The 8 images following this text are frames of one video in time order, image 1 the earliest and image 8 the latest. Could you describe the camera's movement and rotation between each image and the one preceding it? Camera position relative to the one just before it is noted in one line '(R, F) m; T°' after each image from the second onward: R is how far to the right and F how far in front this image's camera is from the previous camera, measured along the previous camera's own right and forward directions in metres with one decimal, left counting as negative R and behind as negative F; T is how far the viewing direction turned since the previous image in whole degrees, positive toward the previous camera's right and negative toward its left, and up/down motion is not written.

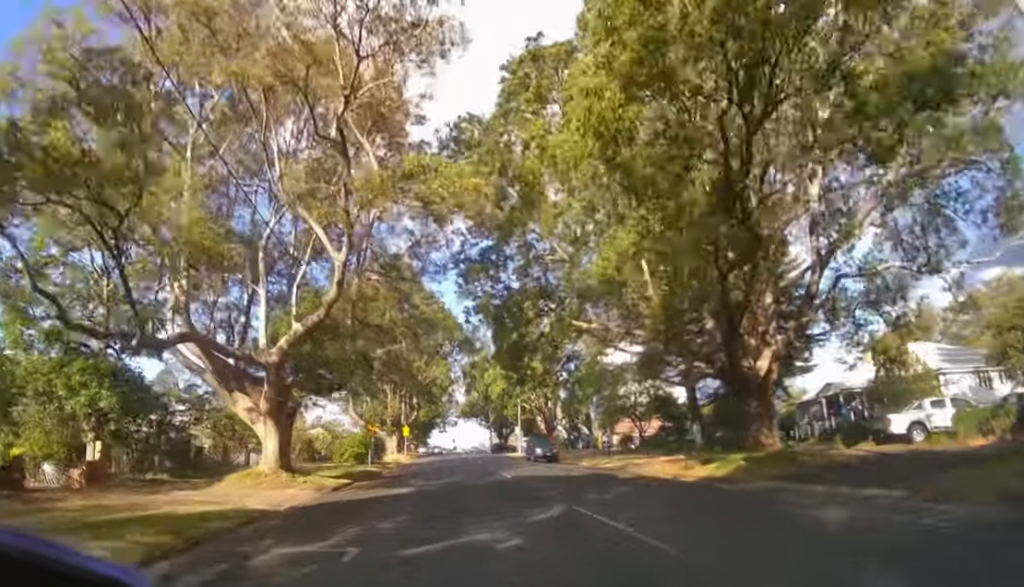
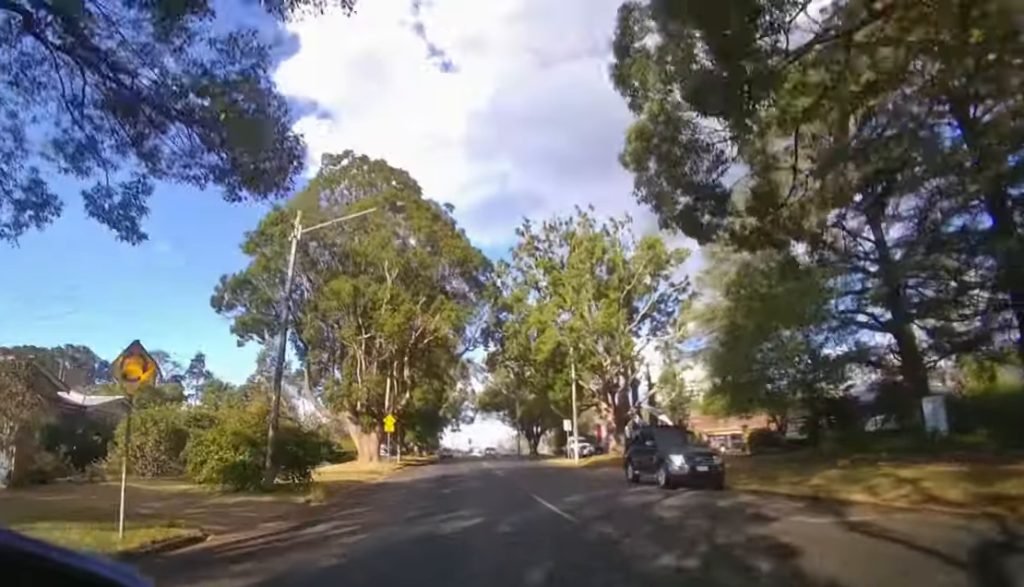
(-0.2, +19.7) m; -1°
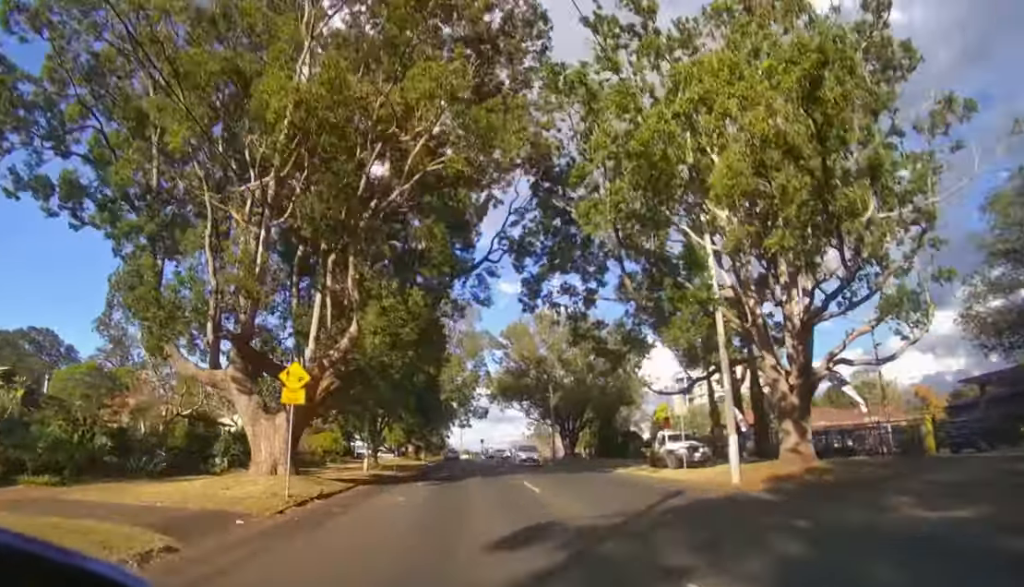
(-0.2, +19.6) m; -2°
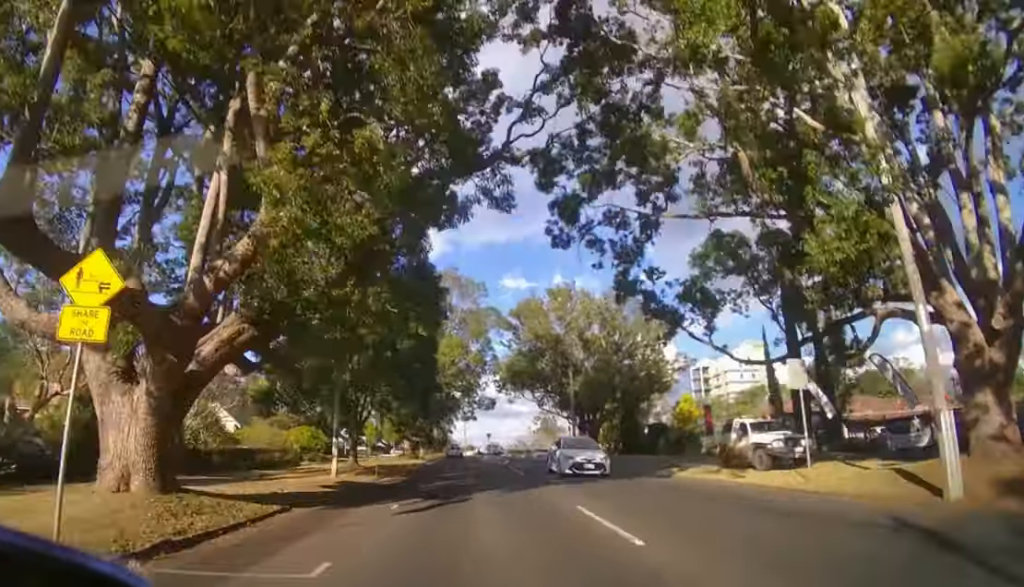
(0.0, +7.2) m; -1°
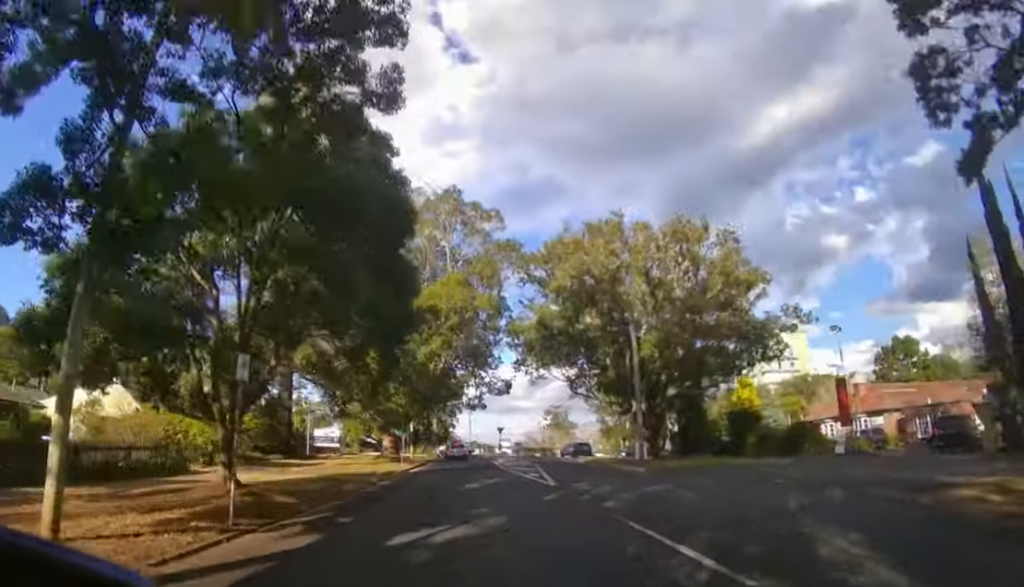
(-0.2, +15.3) m; -1°
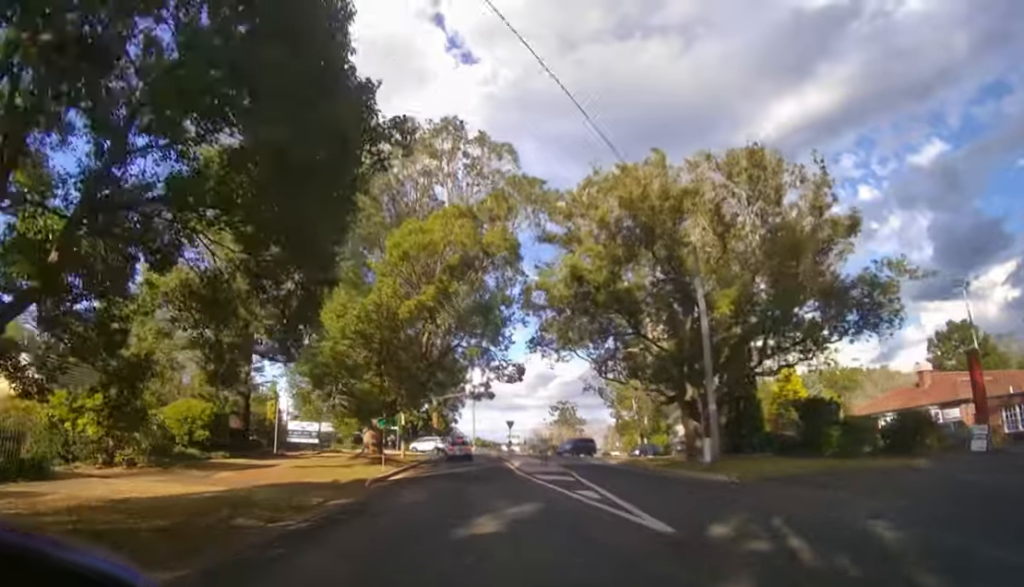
(-0.1, +8.3) m; 0°
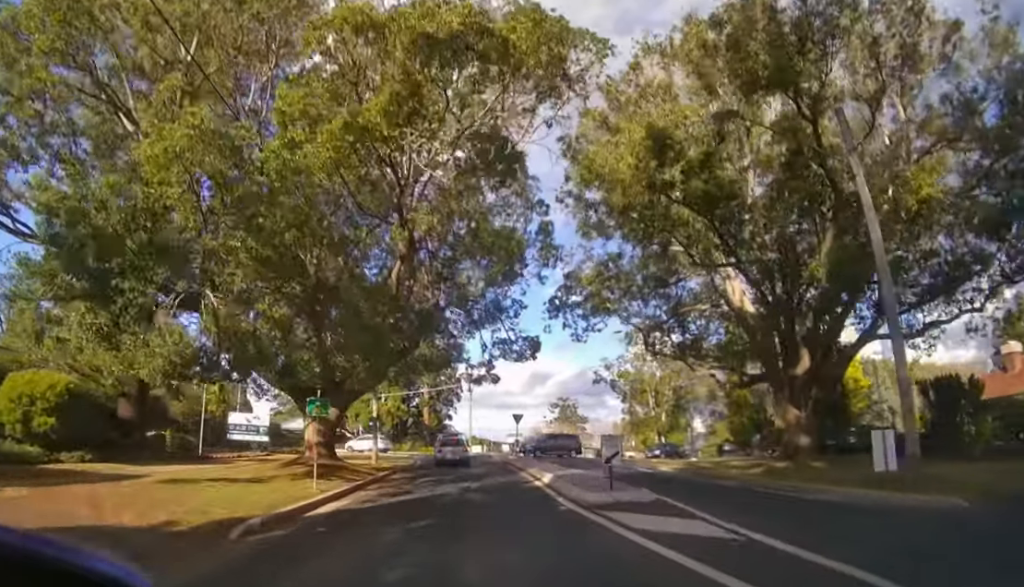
(+0.2, +10.5) m; +1°
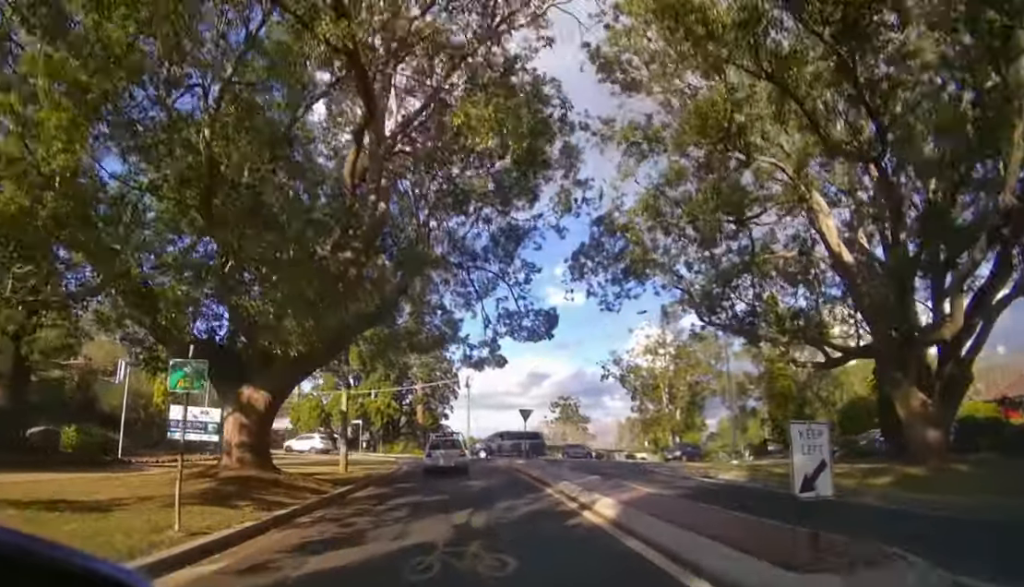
(+0.1, +6.4) m; +1°
